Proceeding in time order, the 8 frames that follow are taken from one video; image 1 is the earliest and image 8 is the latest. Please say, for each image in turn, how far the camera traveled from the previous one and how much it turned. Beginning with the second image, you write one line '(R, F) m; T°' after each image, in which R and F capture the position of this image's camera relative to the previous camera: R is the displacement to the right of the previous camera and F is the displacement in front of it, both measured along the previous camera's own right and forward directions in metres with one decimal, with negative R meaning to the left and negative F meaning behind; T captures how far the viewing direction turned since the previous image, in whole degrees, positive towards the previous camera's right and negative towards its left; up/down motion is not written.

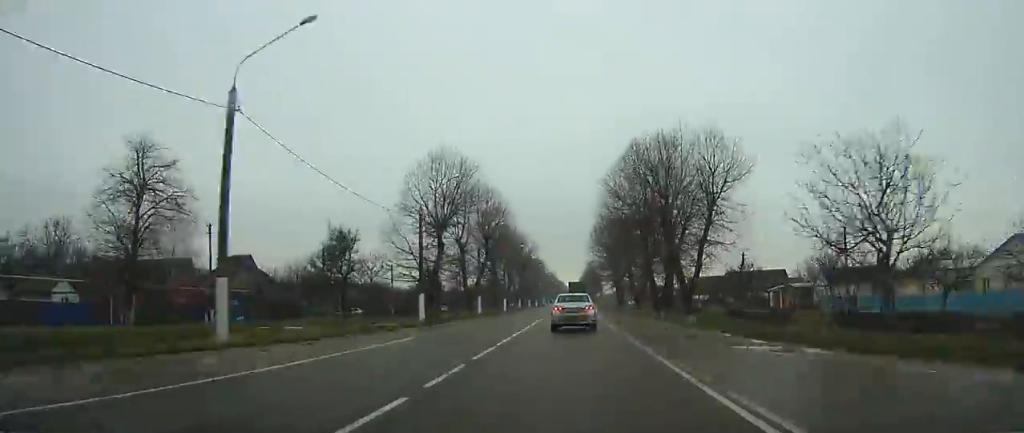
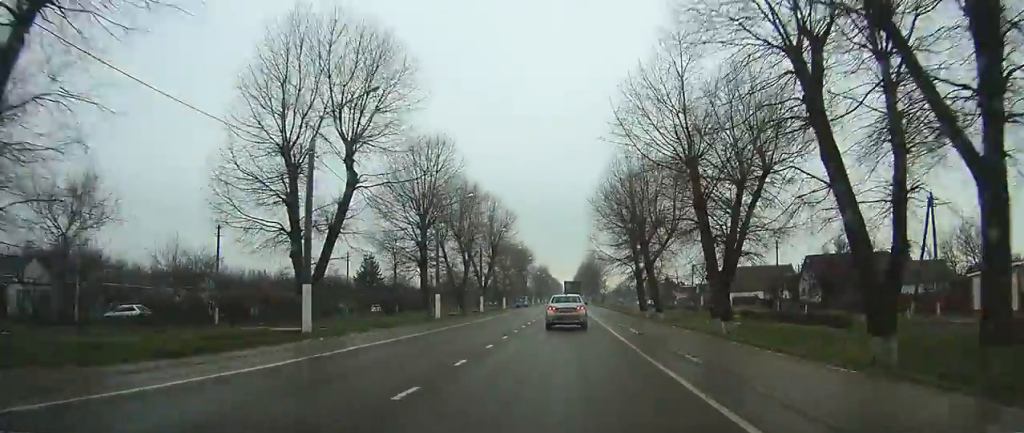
(+0.2, +45.6) m; +1°
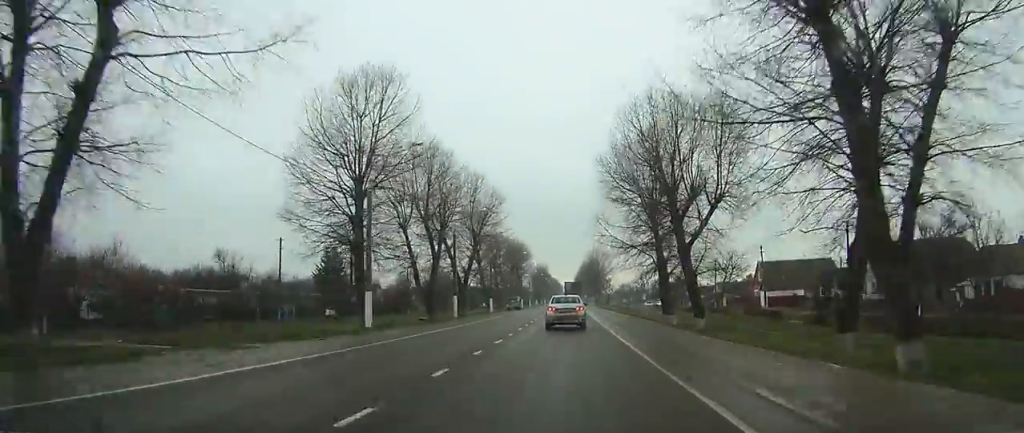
(+0.1, +17.6) m; 0°
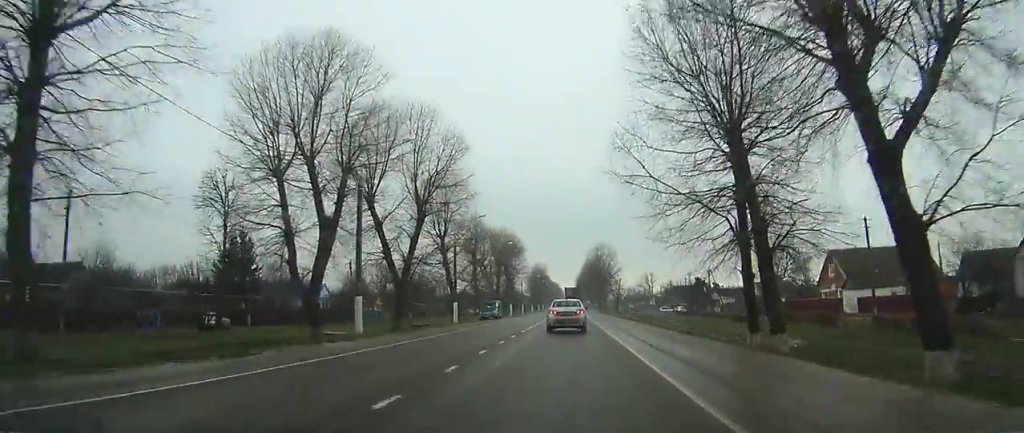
(+0.1, +26.7) m; 0°
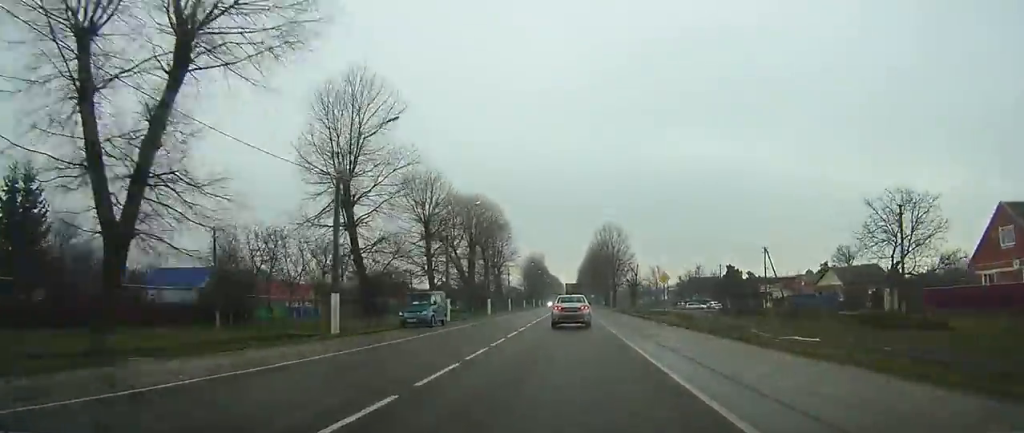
(-0.1, +30.2) m; -1°
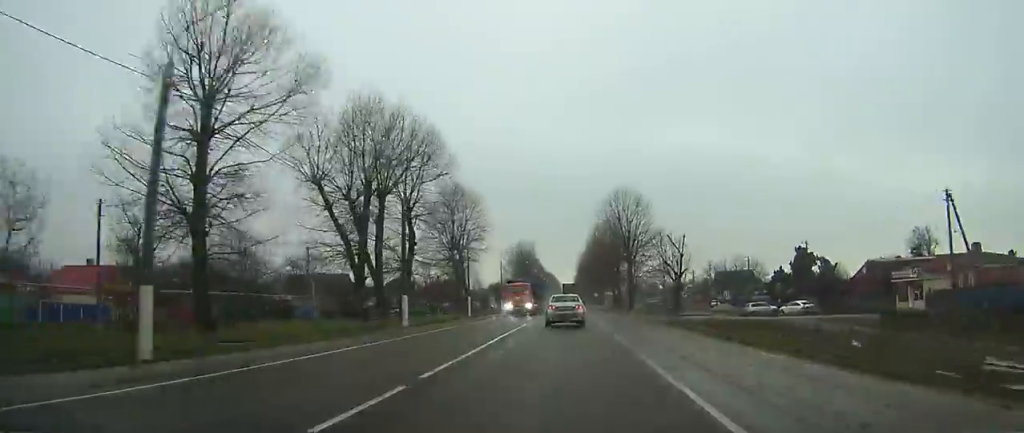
(-0.4, +39.5) m; -1°
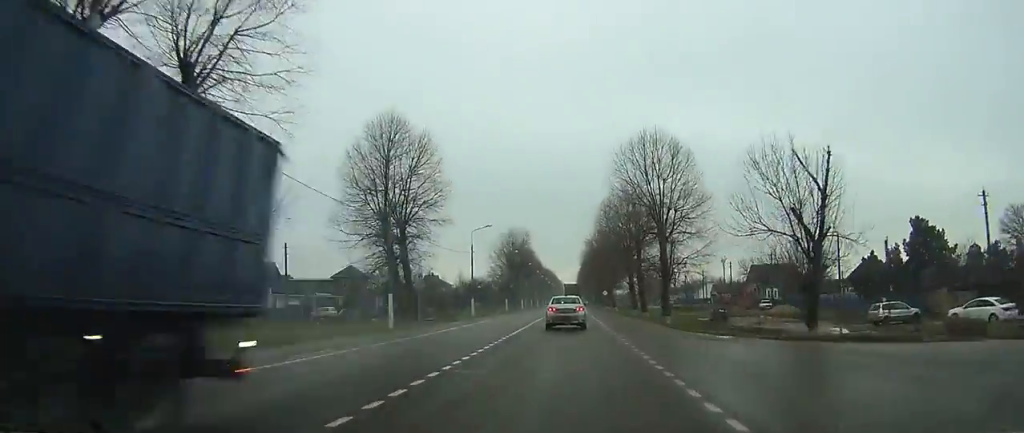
(0.0, +29.6) m; 0°
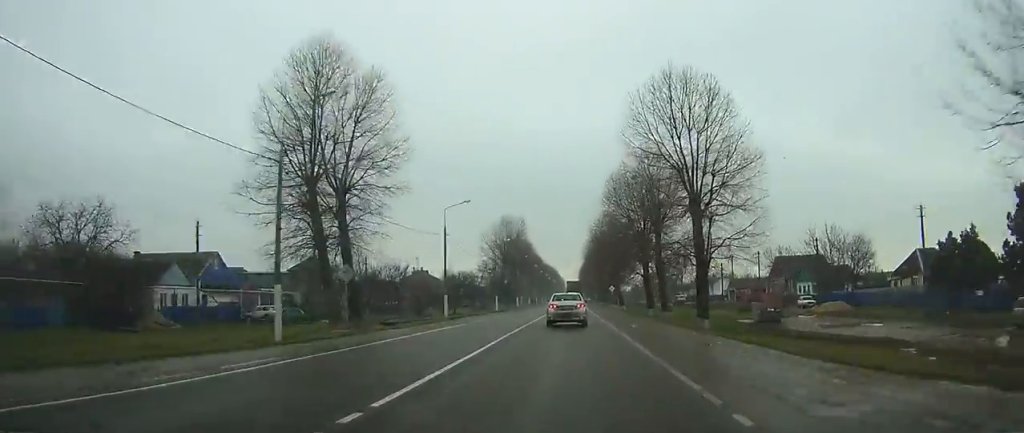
(-0.1, +14.8) m; 0°
